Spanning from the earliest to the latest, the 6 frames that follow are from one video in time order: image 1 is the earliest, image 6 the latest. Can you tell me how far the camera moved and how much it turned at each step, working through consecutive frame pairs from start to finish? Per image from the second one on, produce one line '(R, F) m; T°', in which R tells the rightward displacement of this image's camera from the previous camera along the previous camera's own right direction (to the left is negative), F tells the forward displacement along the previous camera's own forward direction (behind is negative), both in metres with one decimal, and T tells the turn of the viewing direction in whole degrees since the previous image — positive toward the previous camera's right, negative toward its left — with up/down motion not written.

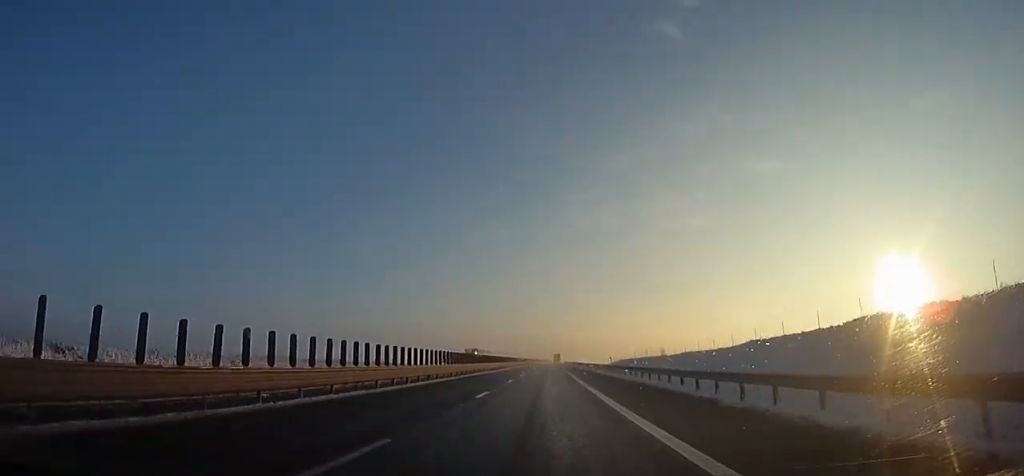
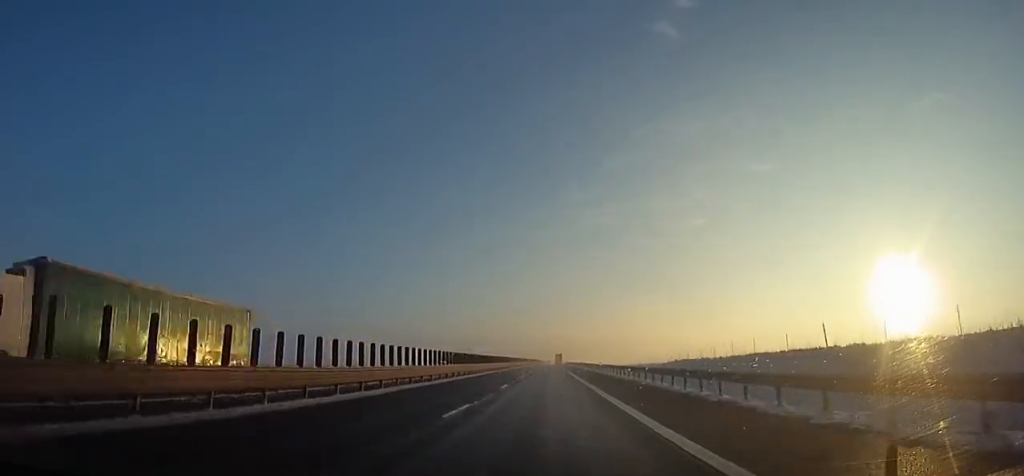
(+0.2, +54.2) m; +1°
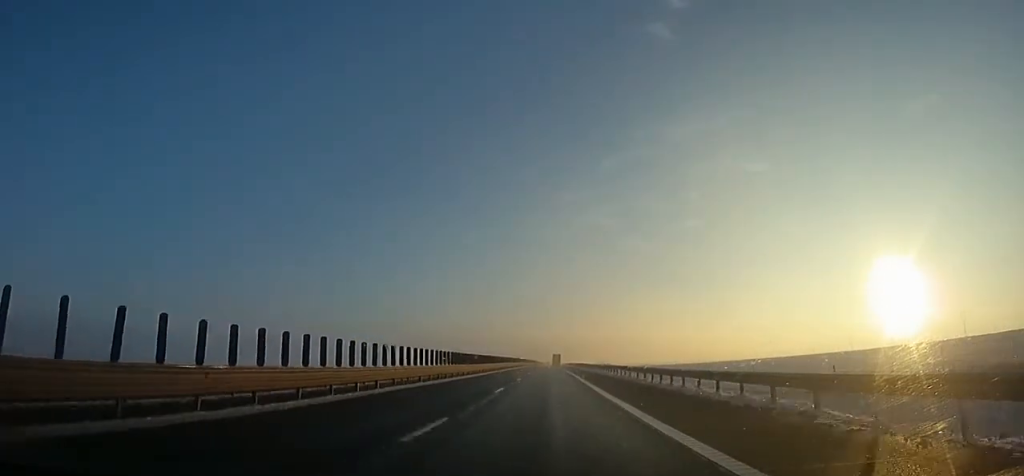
(+0.8, +63.7) m; +1°
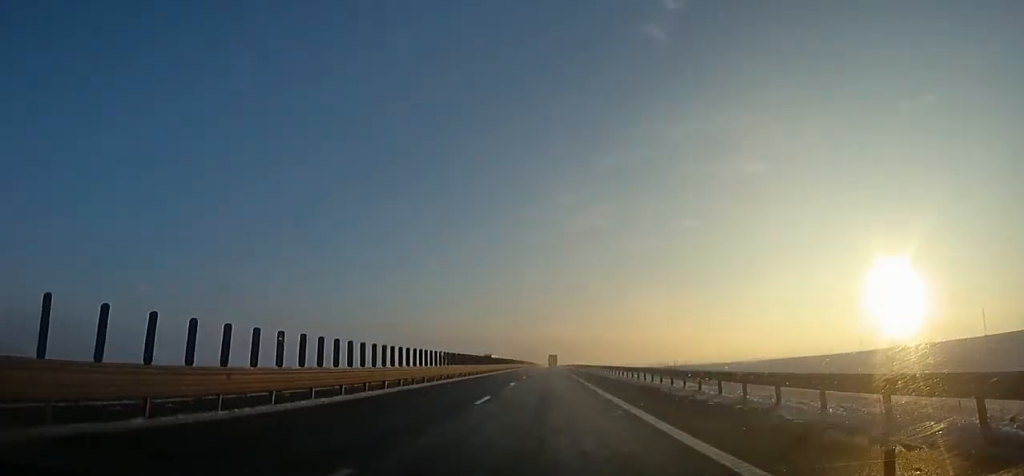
(0.0, +53.3) m; 0°
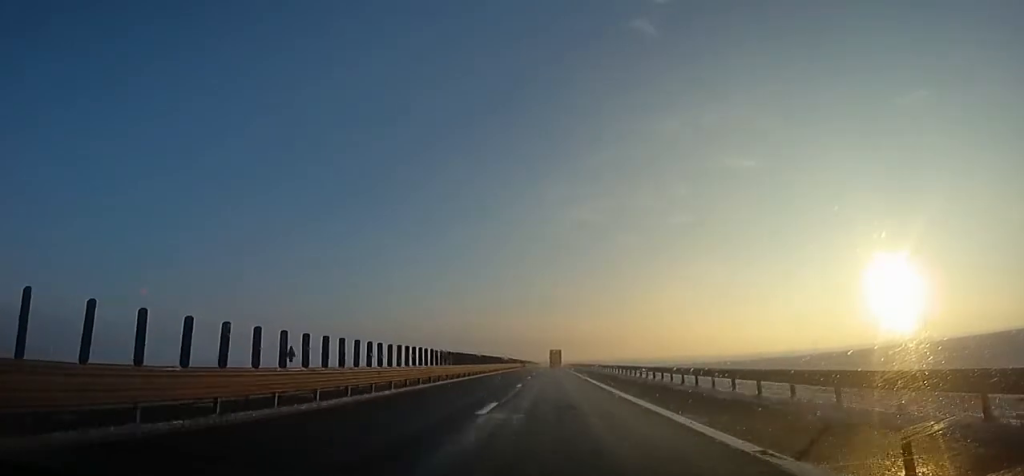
(+0.1, +207.5) m; 0°
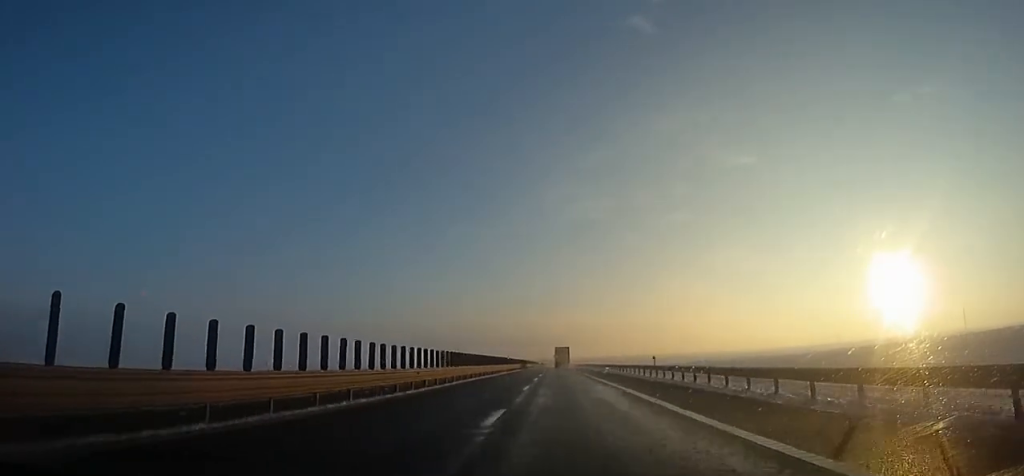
(-0.6, +86.5) m; -1°
